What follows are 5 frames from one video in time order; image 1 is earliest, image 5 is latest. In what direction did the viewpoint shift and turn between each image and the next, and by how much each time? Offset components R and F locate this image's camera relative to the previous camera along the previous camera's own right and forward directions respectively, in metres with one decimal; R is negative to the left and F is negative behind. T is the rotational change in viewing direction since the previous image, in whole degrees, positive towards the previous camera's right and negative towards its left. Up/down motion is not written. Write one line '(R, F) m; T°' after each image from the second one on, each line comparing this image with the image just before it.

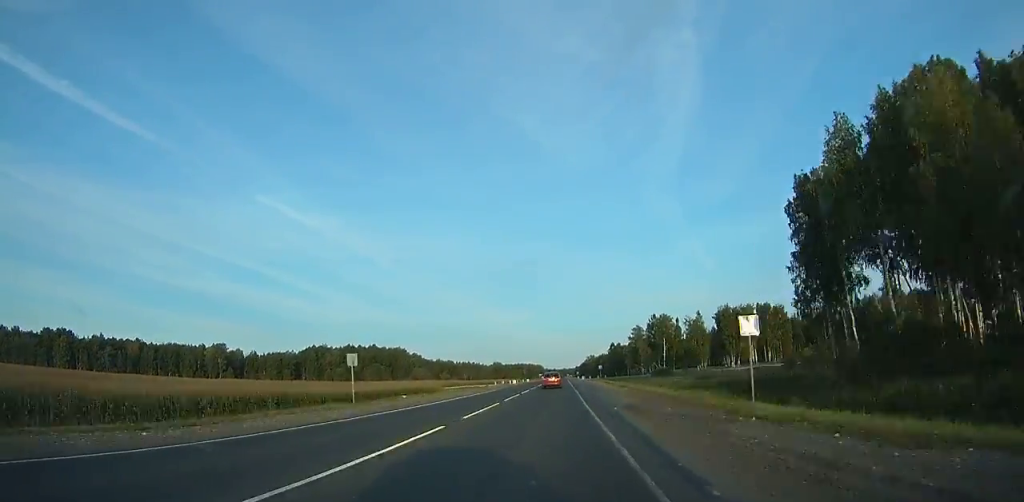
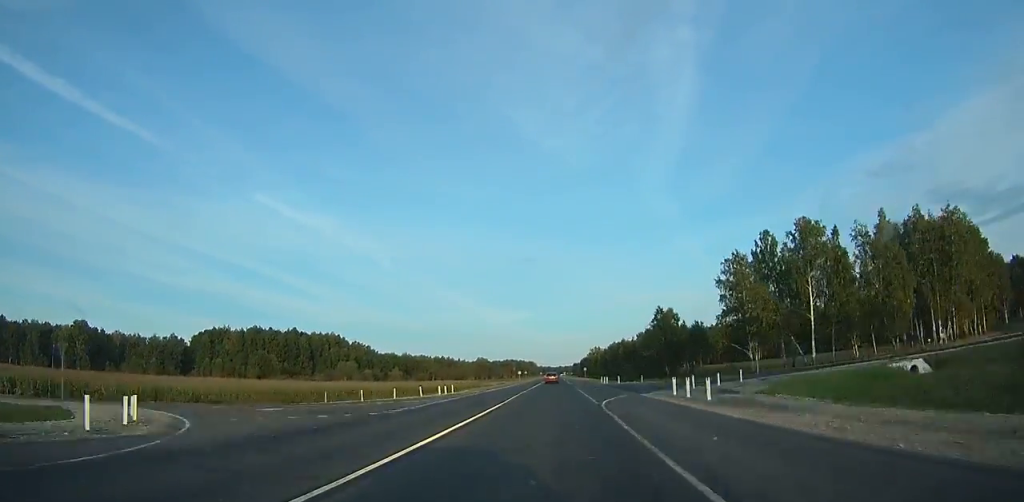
(-0.1, +118.1) m; 0°
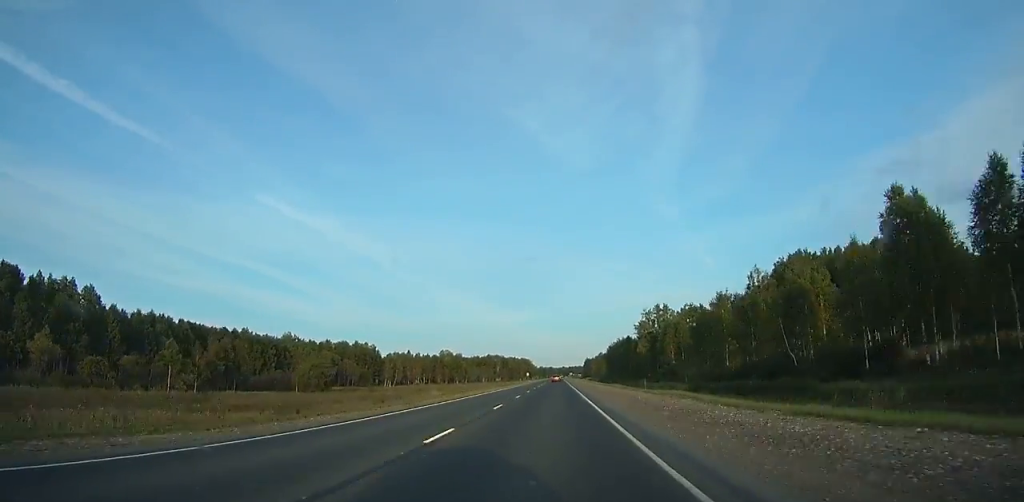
(-1.3, +230.6) m; 0°
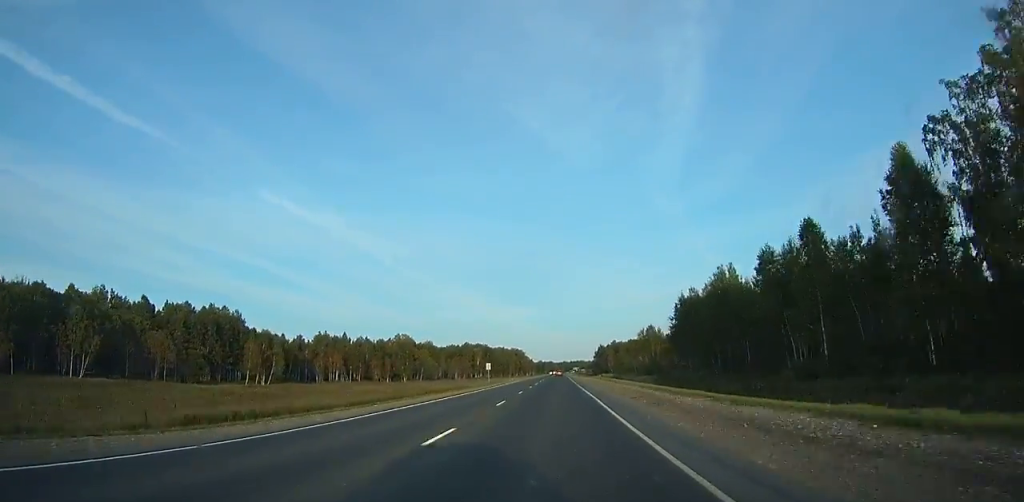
(+0.2, +129.3) m; 0°
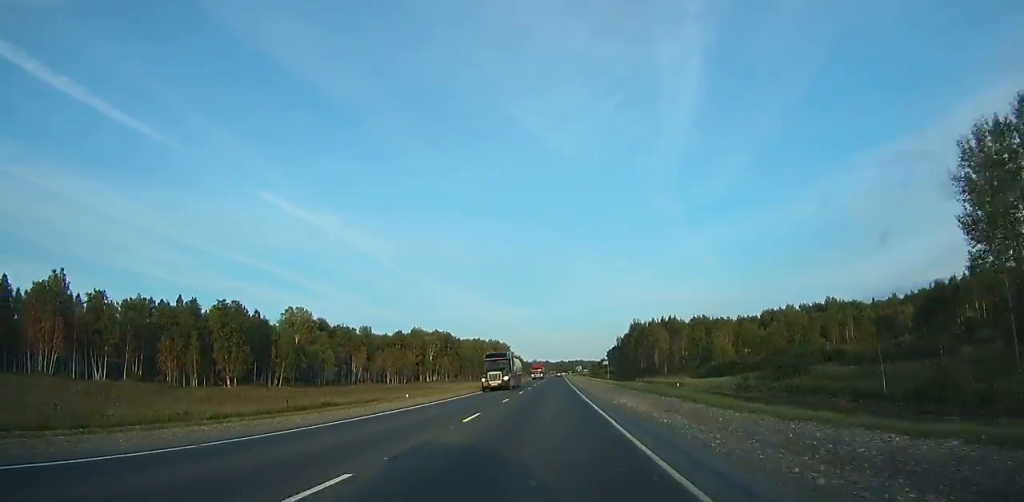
(-0.6, +135.4) m; 0°
